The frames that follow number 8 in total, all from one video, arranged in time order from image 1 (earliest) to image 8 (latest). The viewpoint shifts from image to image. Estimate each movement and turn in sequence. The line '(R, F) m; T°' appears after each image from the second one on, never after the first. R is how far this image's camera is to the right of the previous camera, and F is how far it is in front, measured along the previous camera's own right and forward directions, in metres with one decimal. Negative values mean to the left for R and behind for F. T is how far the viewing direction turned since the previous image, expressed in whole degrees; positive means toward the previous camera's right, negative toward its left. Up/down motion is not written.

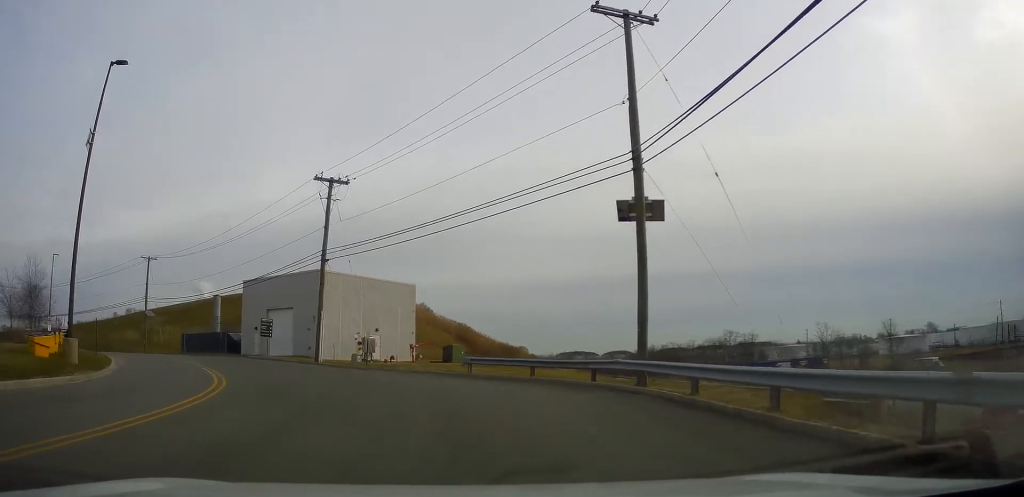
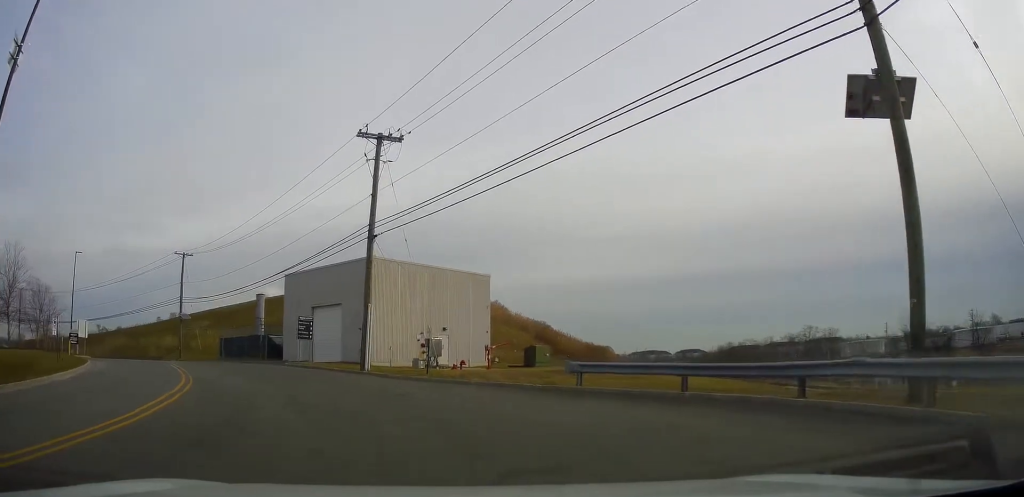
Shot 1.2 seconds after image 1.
(-0.3, +9.0) m; -6°
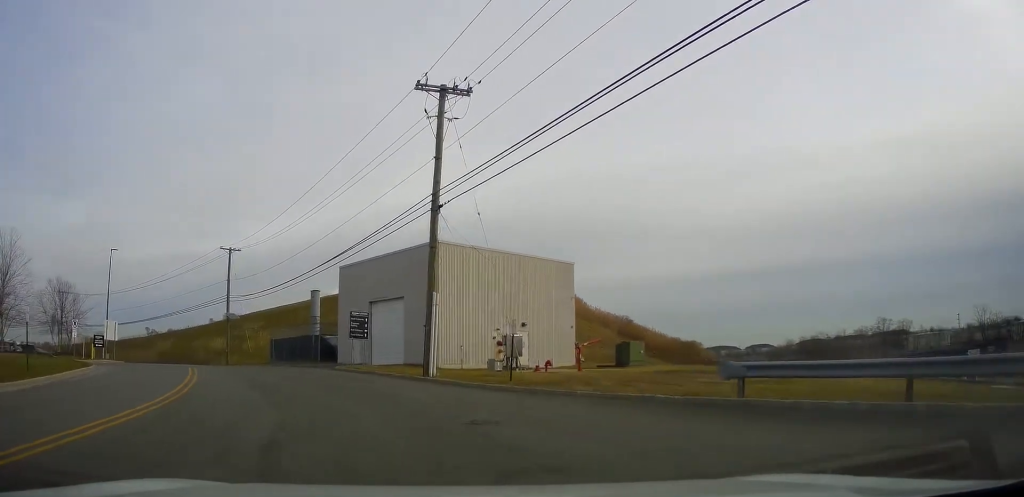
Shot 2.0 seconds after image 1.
(-0.2, +6.2) m; -6°
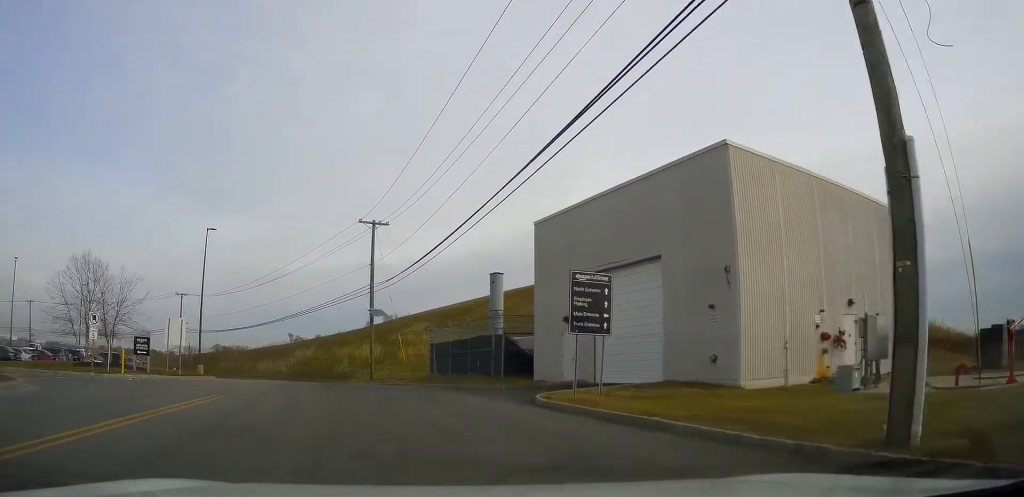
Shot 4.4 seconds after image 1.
(-2.8, +16.8) m; -15°
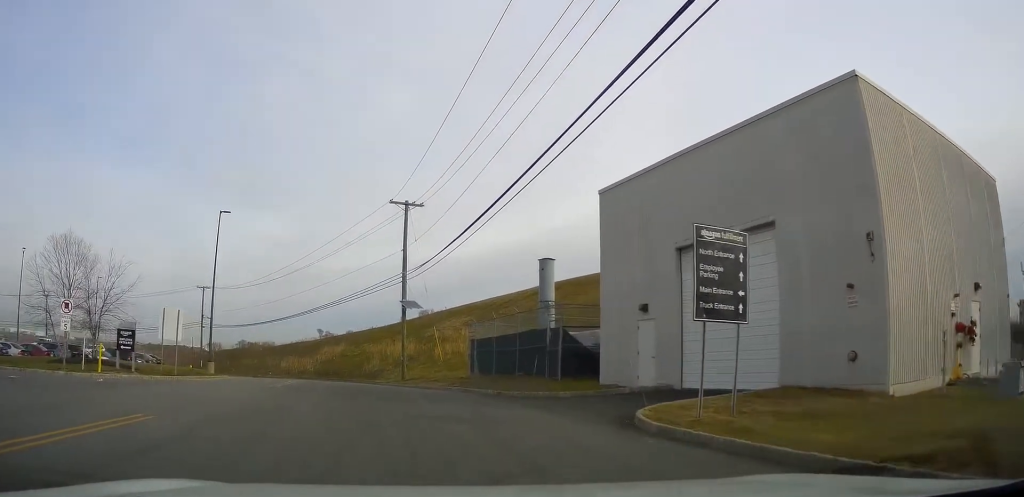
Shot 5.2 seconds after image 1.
(-0.1, +5.1) m; -4°
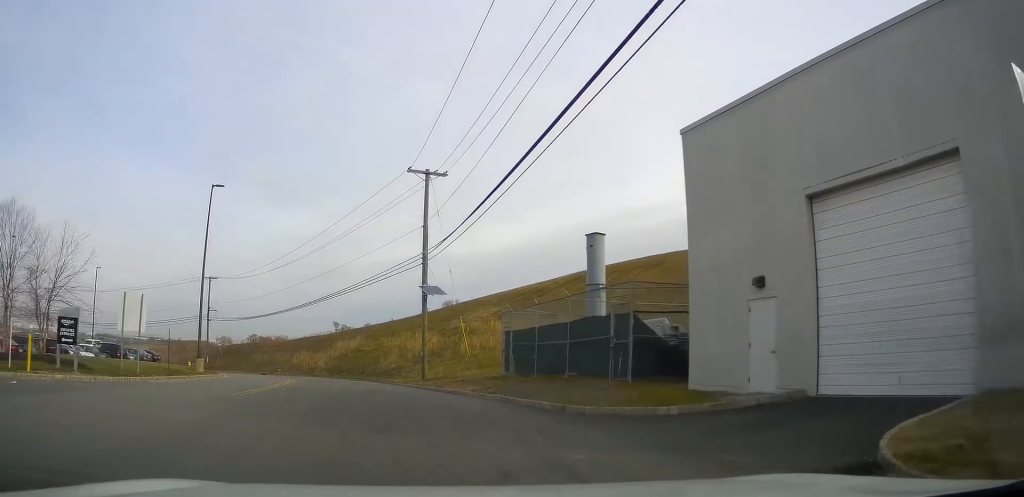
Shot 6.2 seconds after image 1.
(-0.4, +6.1) m; -2°
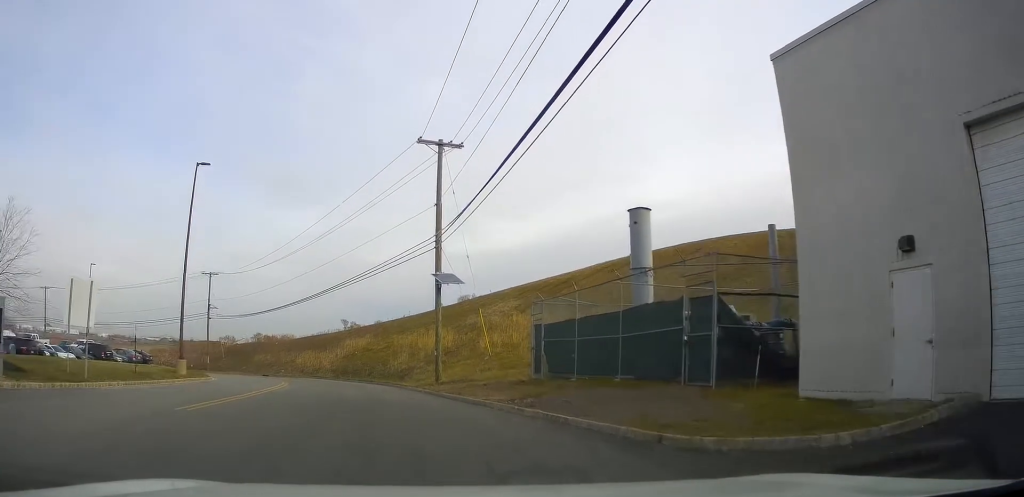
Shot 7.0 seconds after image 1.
(0.0, +5.0) m; +3°
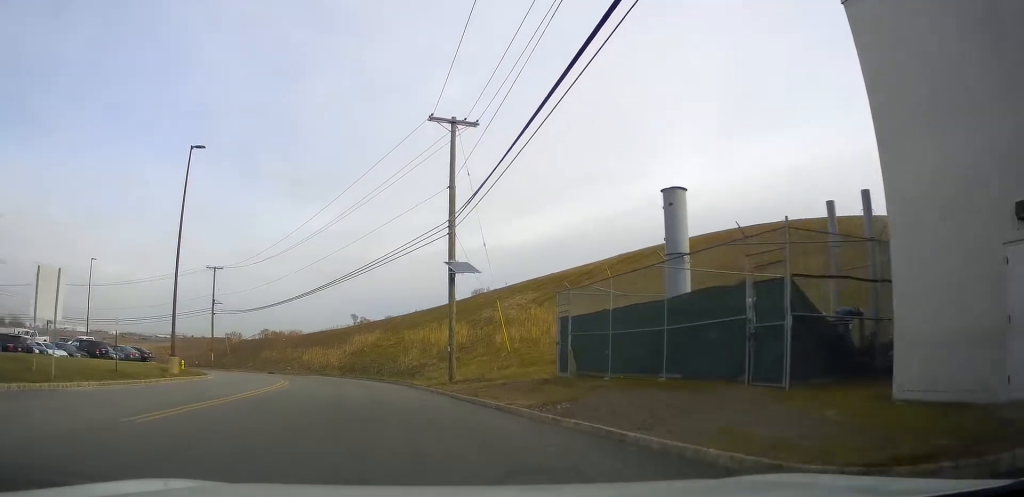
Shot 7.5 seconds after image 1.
(+0.2, +2.7) m; -3°
